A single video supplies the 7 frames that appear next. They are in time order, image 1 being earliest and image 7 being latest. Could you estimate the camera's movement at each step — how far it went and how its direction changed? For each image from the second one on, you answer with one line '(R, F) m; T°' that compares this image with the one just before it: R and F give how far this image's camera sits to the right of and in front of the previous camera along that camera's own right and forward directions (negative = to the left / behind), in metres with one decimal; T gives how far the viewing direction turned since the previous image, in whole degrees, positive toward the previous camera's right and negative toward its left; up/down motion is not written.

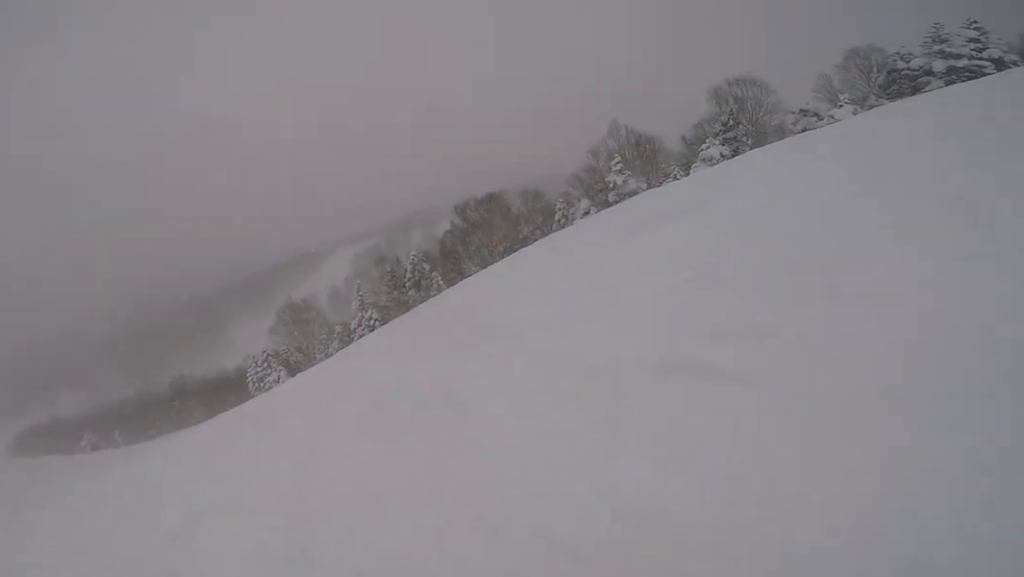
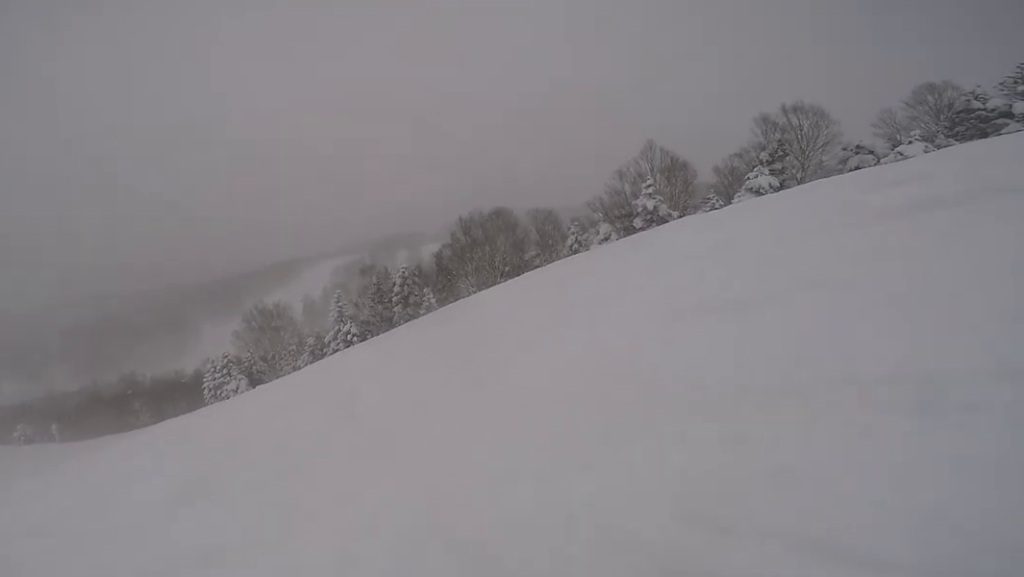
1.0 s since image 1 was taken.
(+0.2, +4.0) m; +13°
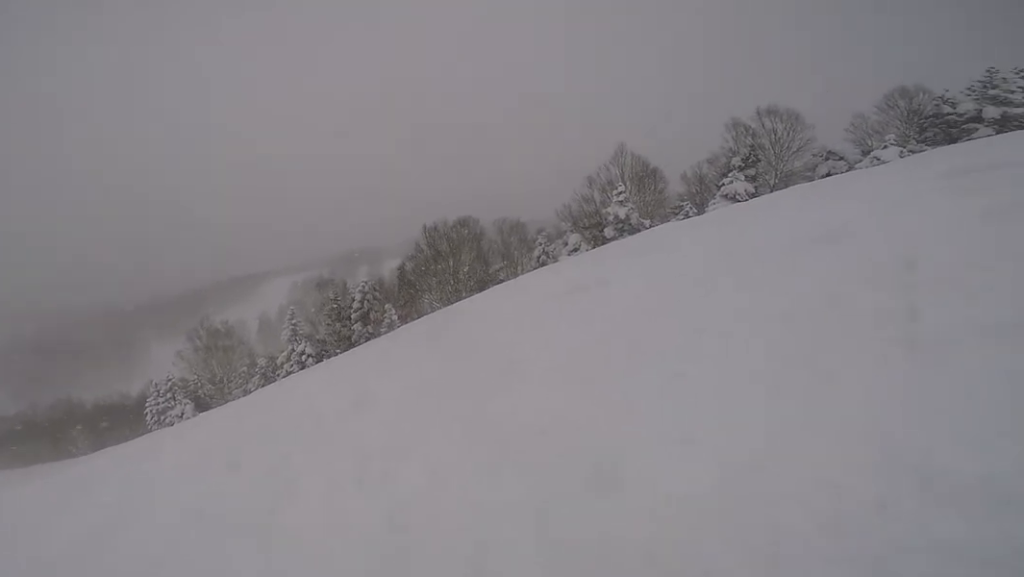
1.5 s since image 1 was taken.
(+0.1, +2.1) m; +11°
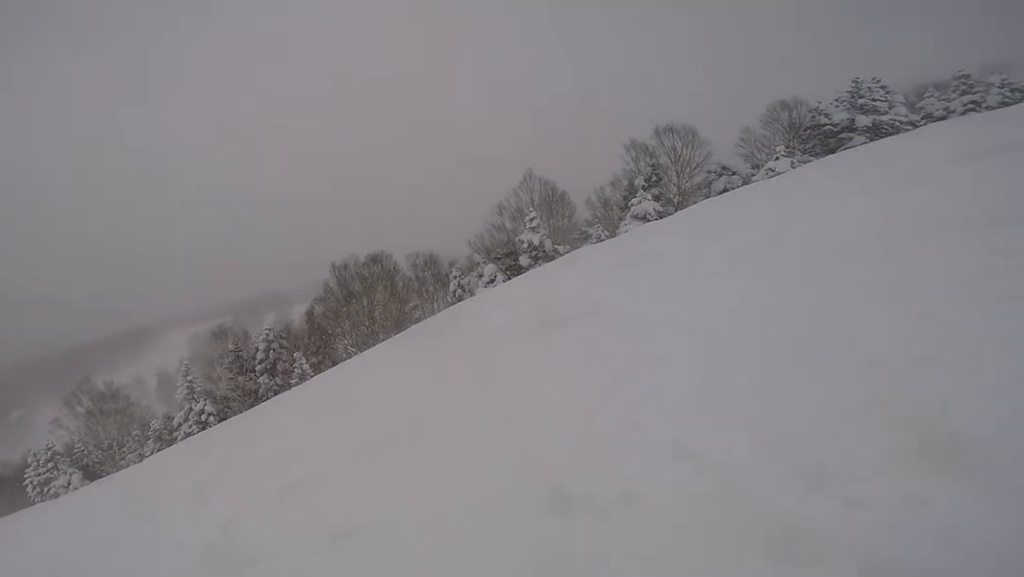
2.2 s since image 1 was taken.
(+0.4, +2.1) m; +9°
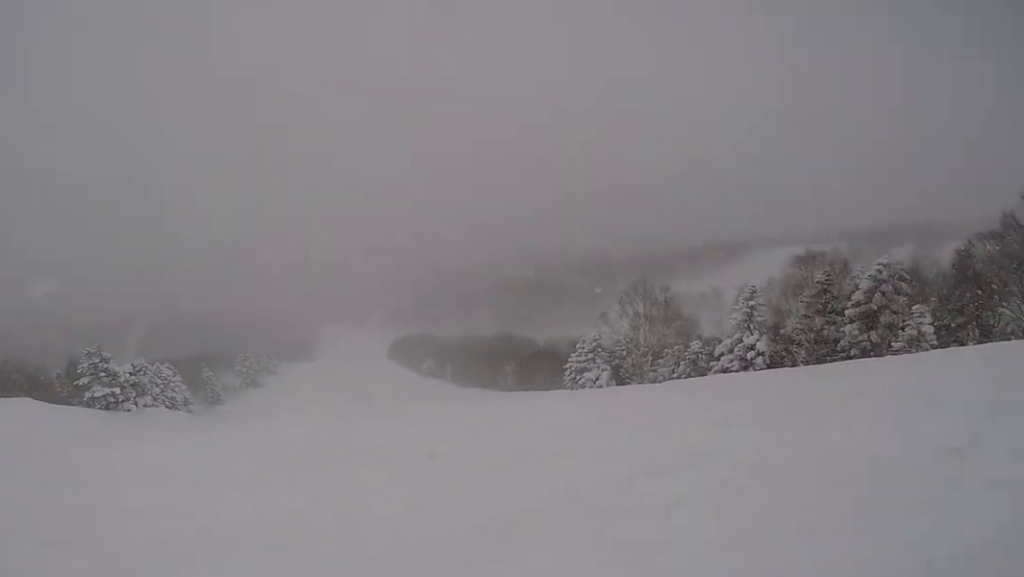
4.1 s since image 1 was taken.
(-0.3, +4.2) m; -15°
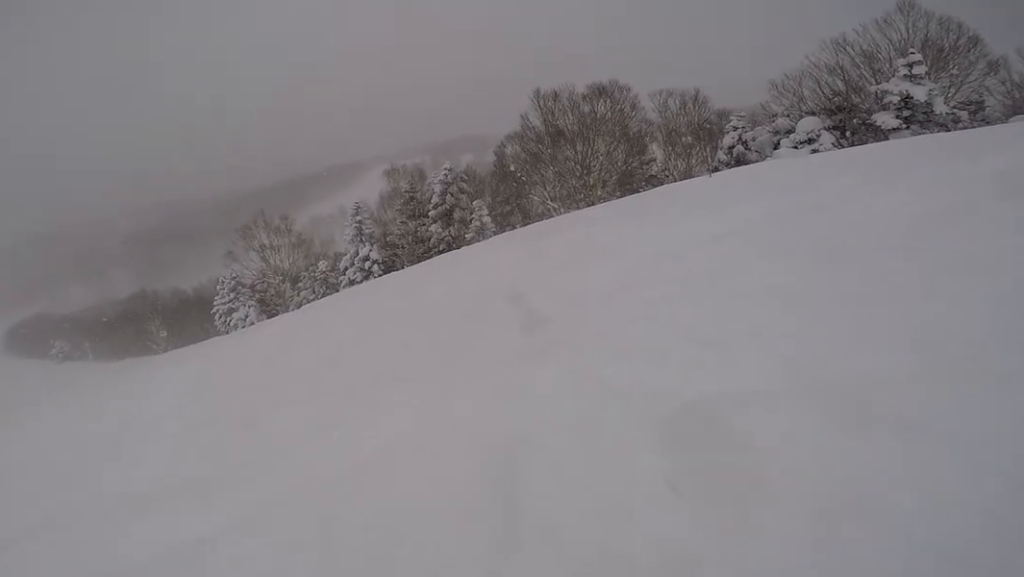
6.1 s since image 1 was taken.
(+0.3, +4.3) m; -10°
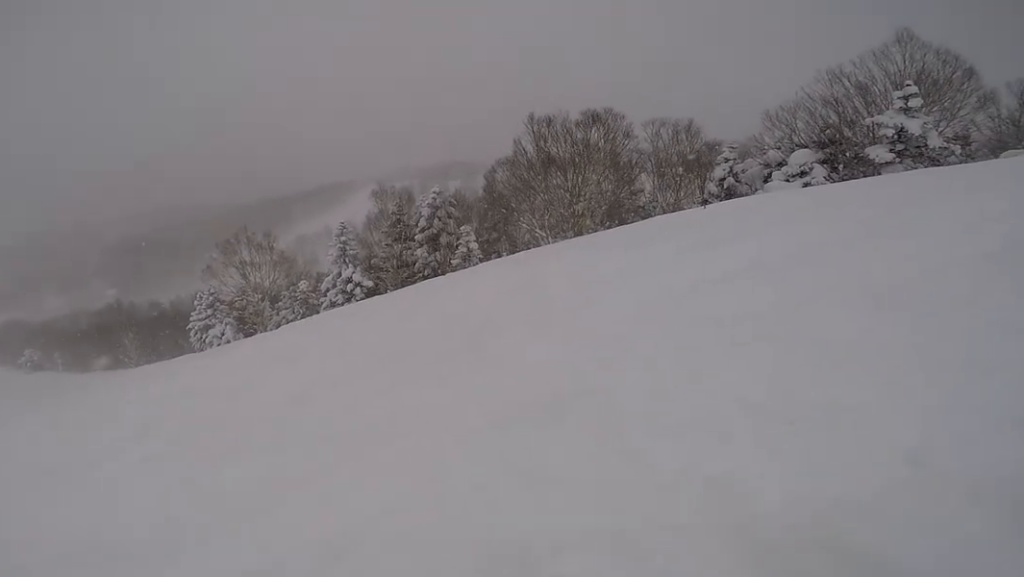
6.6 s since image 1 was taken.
(-0.1, +1.3) m; -16°
